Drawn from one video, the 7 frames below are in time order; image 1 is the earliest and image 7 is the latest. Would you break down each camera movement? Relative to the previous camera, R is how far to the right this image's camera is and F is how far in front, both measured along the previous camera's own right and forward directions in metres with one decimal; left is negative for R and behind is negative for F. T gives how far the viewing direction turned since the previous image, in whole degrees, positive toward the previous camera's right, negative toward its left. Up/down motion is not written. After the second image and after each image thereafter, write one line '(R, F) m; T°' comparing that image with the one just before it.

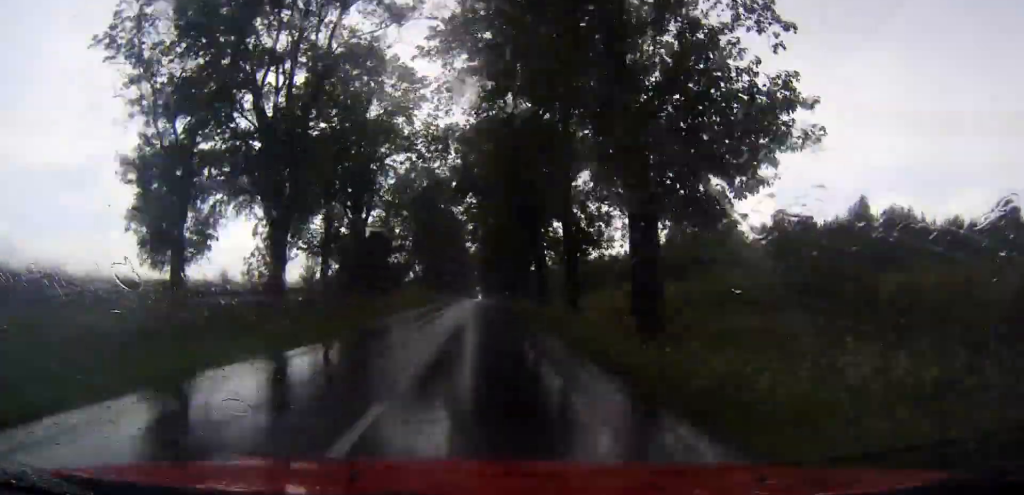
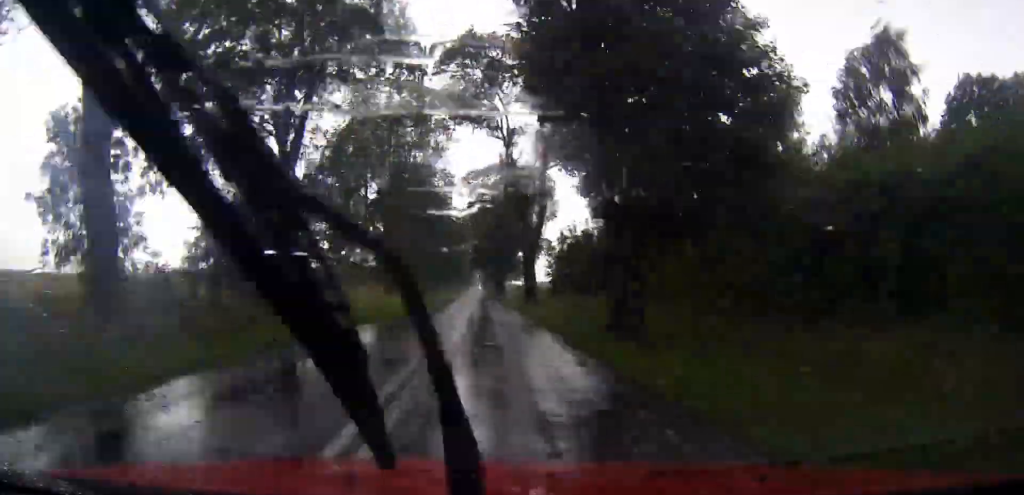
(+0.3, +106.8) m; 0°
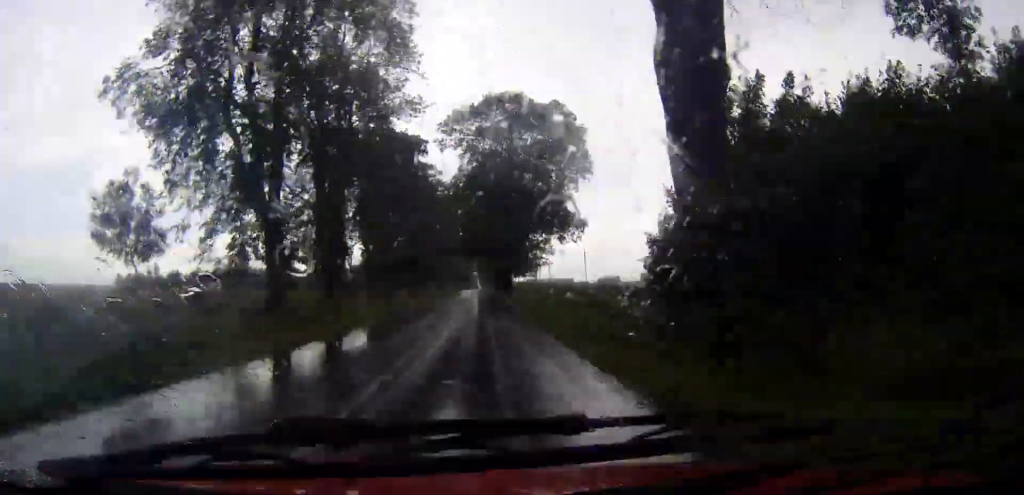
(0.0, +40.1) m; 0°
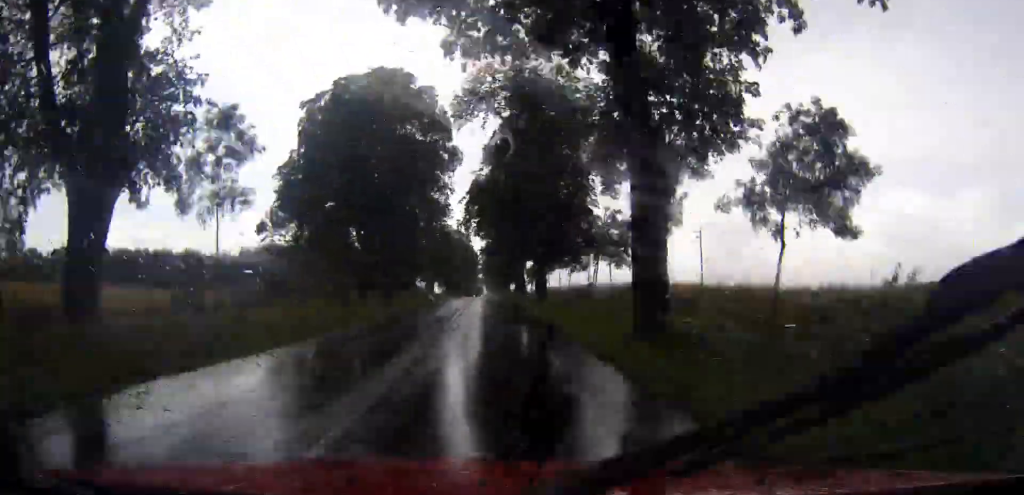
(-0.3, +93.5) m; 0°
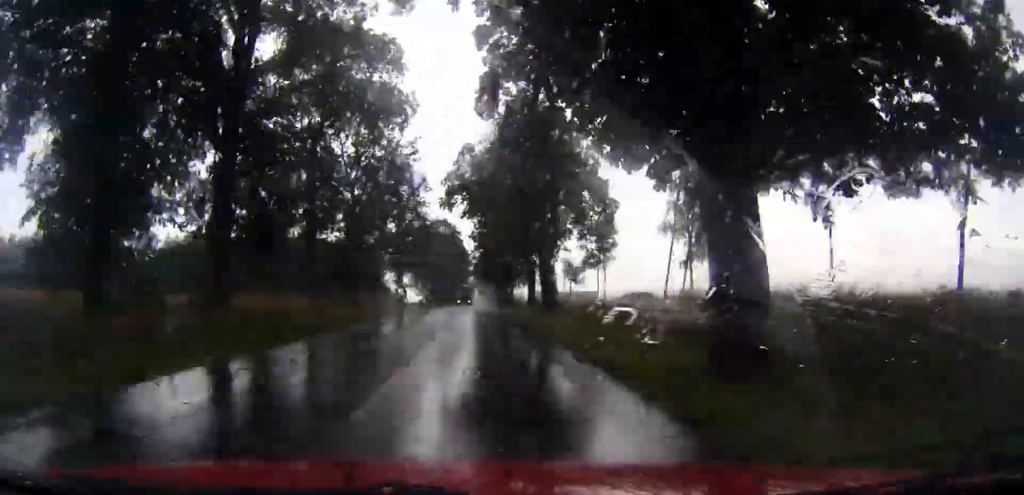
(+0.1, +36.4) m; 0°
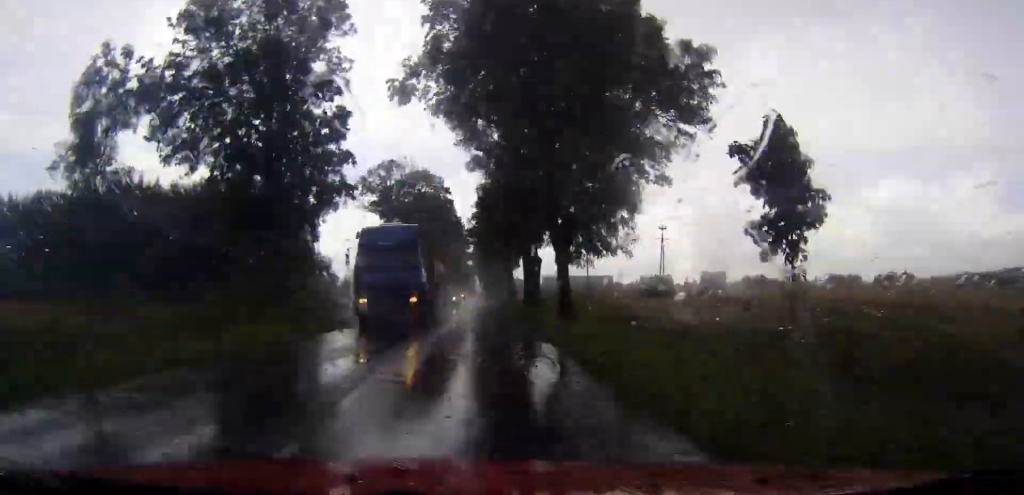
(0.0, +52.7) m; 0°
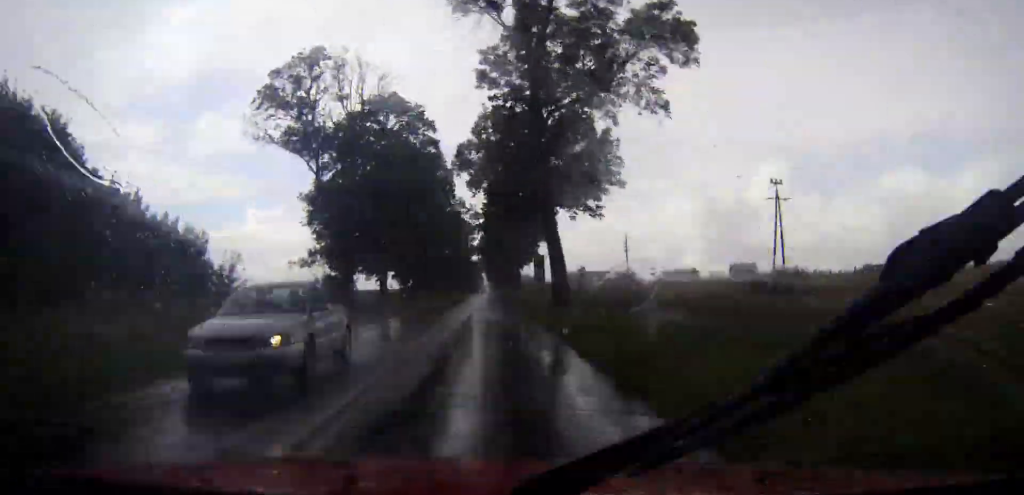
(0.0, +44.6) m; 0°
